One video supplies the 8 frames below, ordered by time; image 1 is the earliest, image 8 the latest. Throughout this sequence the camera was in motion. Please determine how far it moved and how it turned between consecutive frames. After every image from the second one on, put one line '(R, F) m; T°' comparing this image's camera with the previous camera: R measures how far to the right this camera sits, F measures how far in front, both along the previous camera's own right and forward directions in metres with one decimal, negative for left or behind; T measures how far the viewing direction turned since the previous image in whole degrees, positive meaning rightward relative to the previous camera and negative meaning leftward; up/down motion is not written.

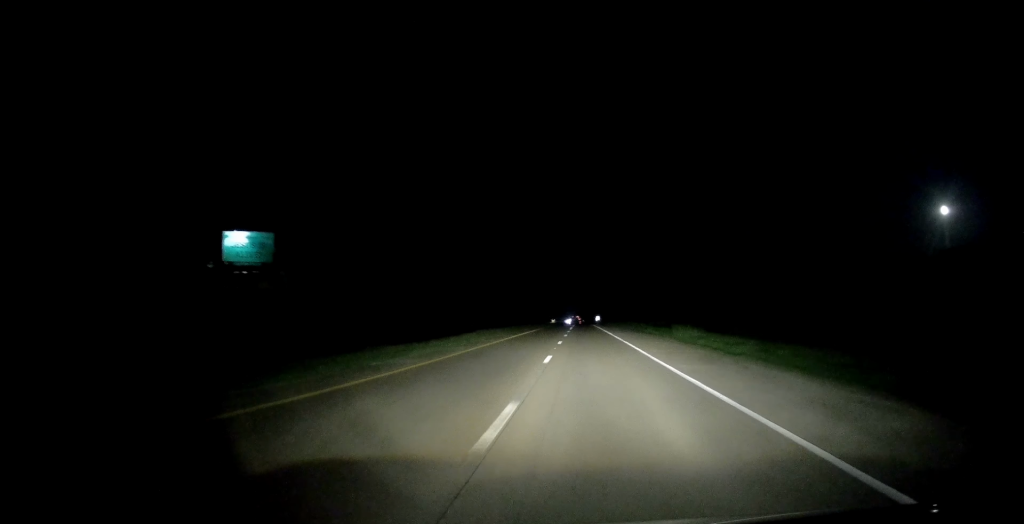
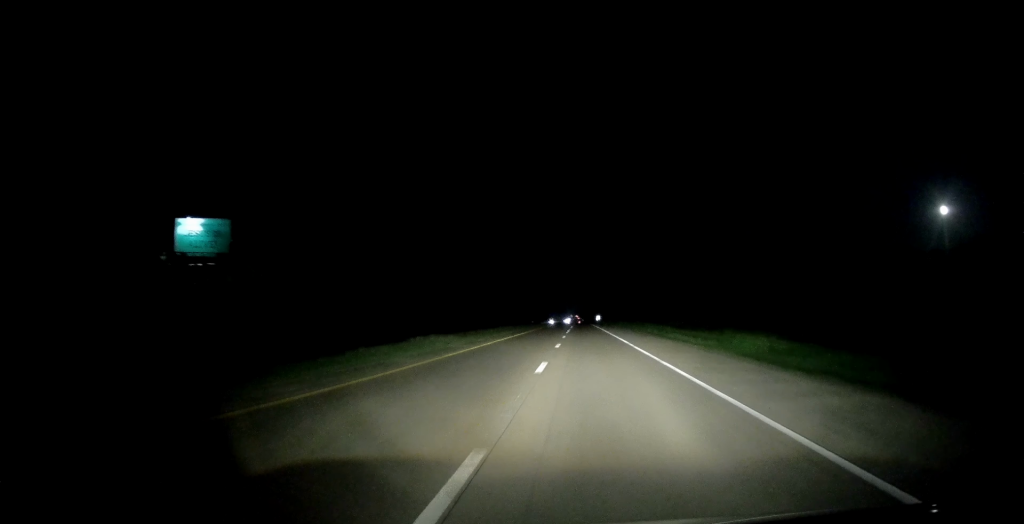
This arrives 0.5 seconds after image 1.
(0.0, +16.0) m; 0°
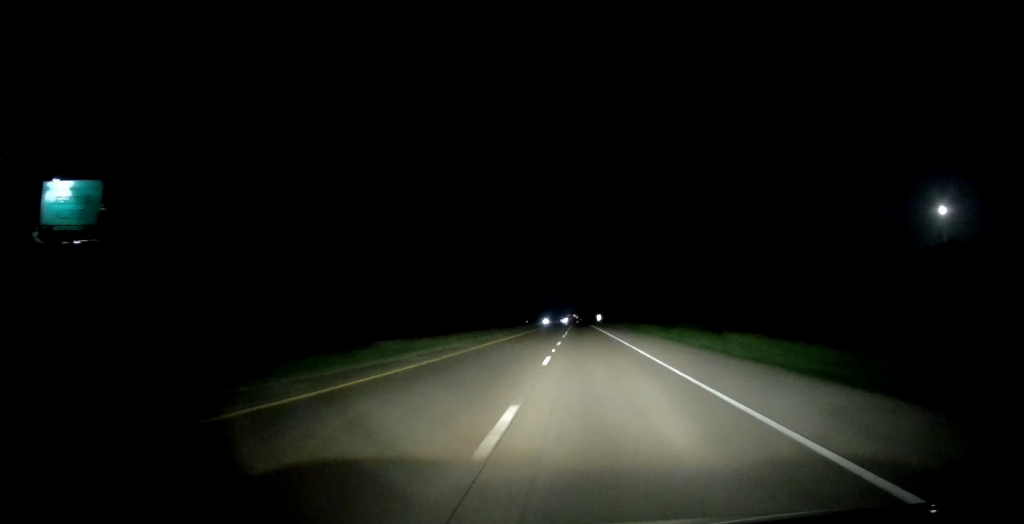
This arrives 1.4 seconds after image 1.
(0.0, +33.2) m; 0°
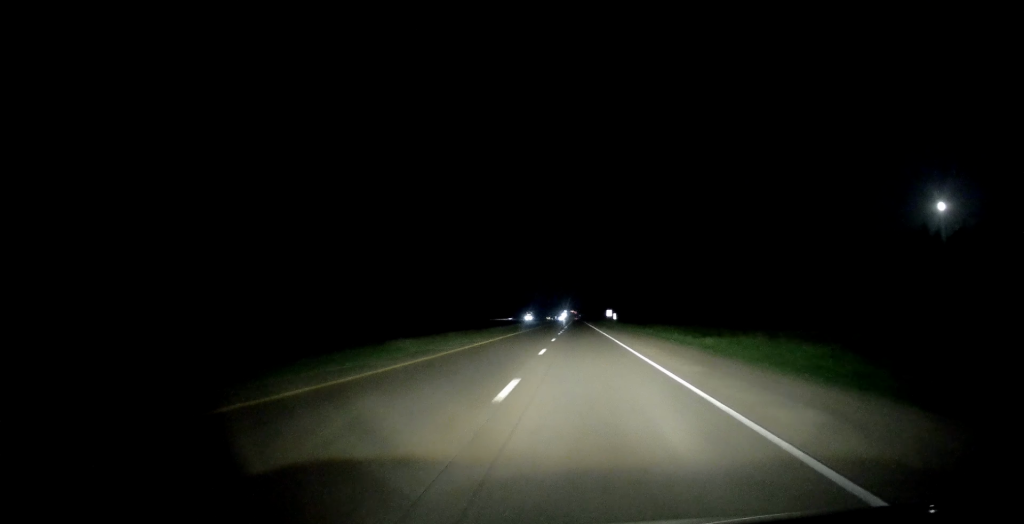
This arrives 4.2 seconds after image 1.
(+0.4, +93.4) m; +1°
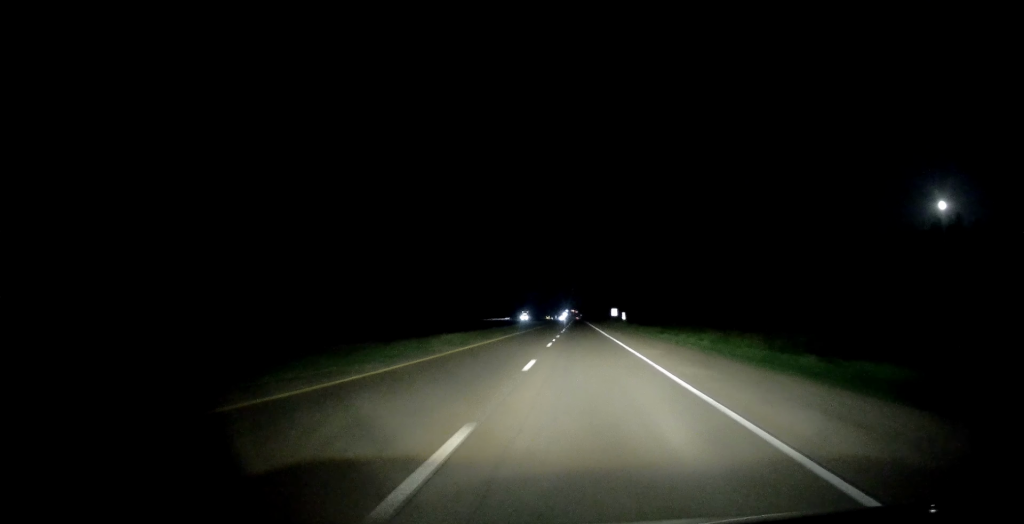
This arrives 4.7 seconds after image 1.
(-0.1, +18.3) m; 0°
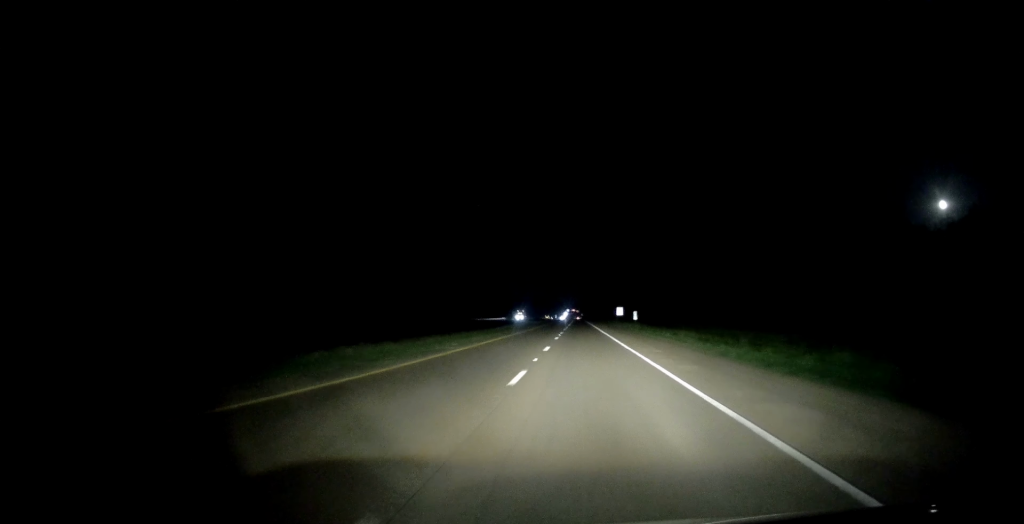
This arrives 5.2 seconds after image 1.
(-0.1, +16.0) m; -1°
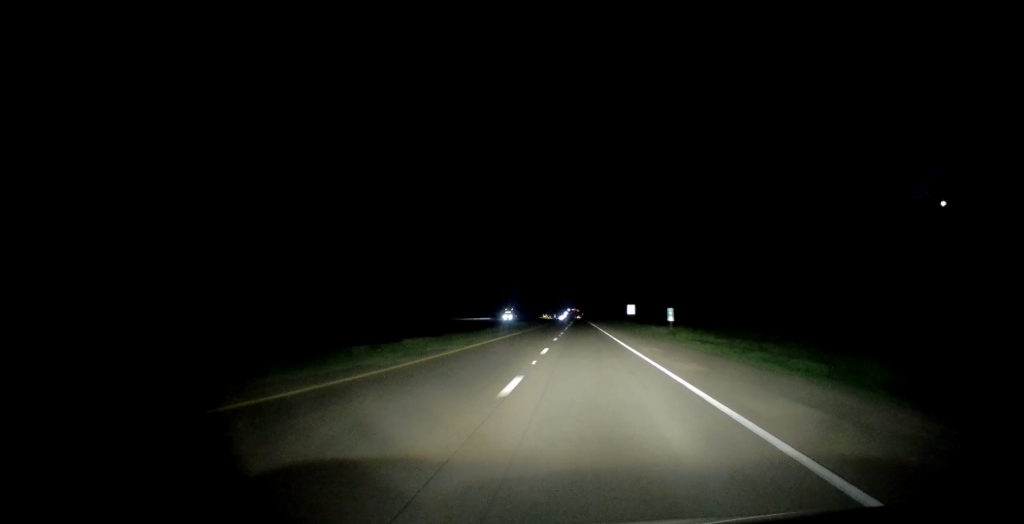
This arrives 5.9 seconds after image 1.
(-0.1, +26.2) m; 0°
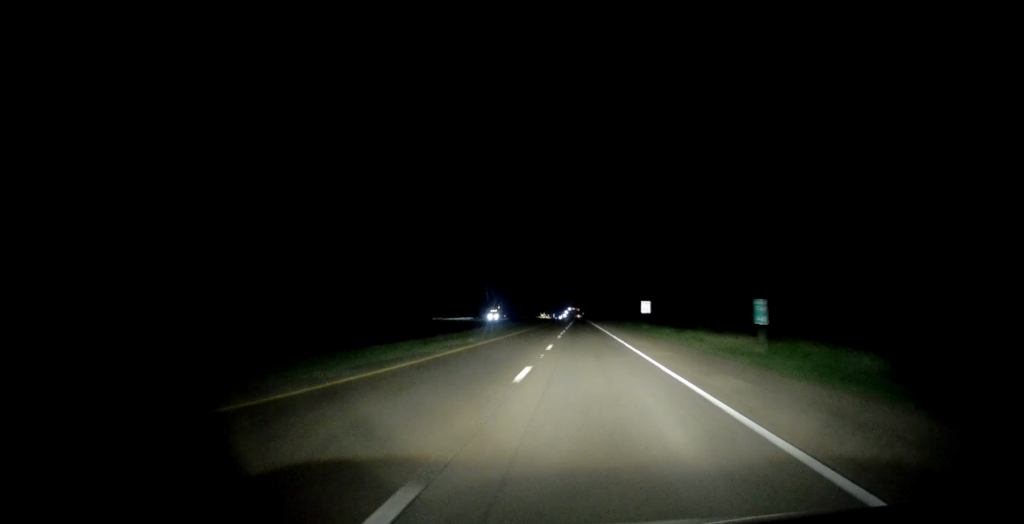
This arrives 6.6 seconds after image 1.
(0.0, +21.7) m; 0°
